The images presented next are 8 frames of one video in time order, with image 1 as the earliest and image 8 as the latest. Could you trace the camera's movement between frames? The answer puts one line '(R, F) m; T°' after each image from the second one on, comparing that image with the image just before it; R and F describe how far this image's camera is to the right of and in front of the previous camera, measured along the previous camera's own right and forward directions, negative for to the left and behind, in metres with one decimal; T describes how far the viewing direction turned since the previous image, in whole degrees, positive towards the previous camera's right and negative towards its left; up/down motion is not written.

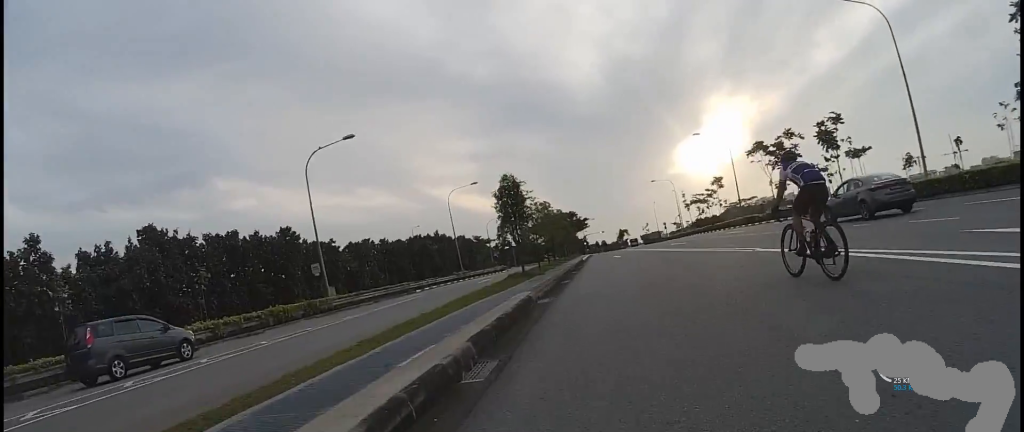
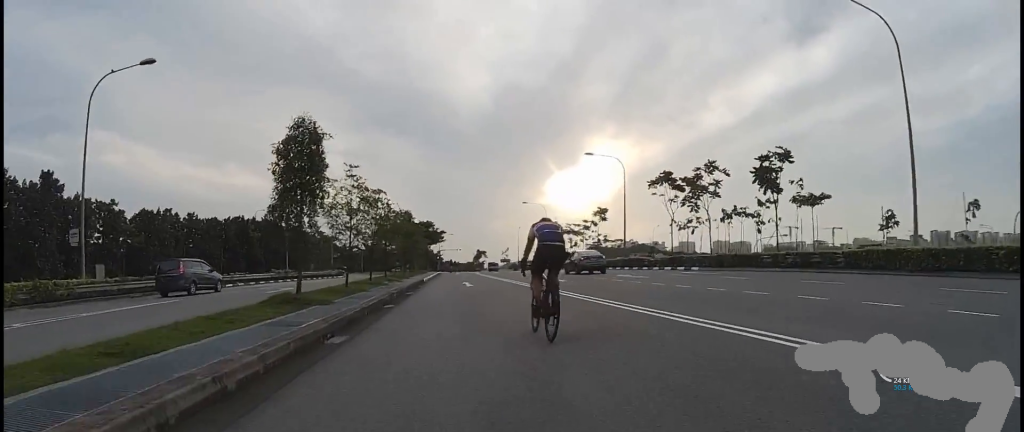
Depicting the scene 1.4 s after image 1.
(0.0, +8.7) m; 0°
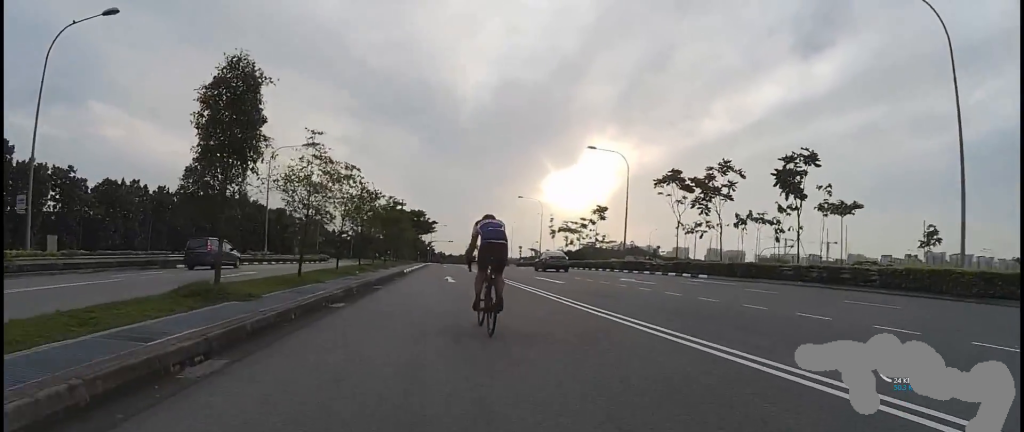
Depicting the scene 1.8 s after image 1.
(0.0, +2.9) m; 0°
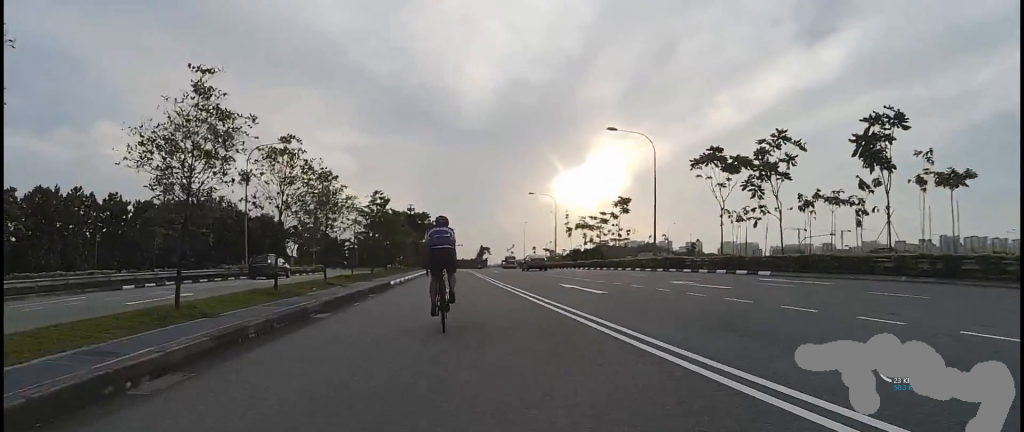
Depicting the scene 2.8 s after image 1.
(0.0, +5.9) m; 0°
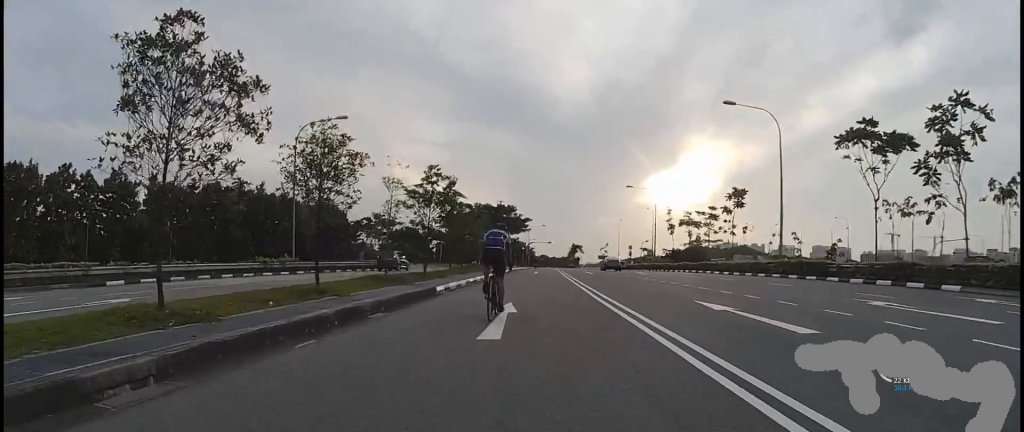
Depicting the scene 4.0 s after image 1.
(0.0, +6.9) m; 0°
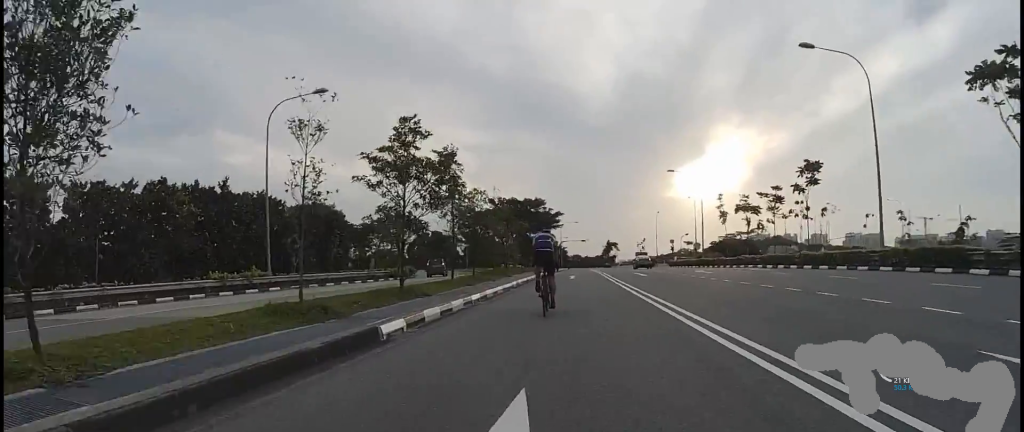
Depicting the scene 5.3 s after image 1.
(0.0, +7.7) m; 0°
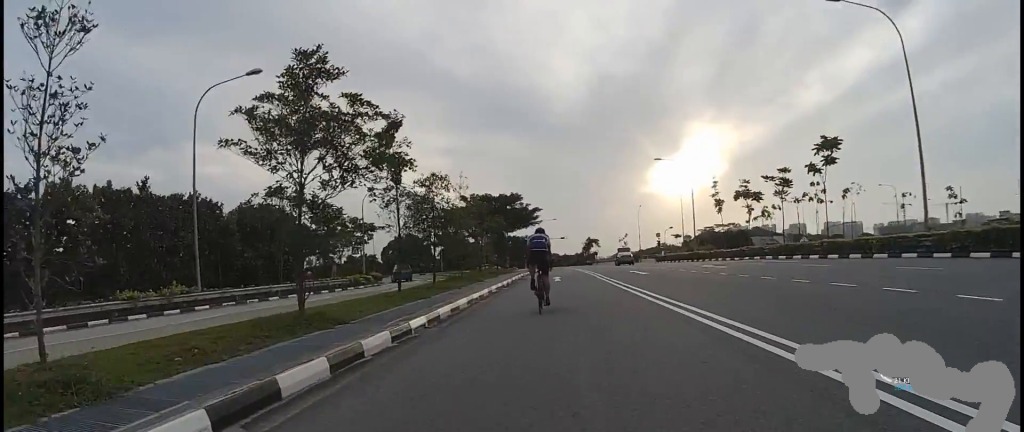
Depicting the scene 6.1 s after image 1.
(0.0, +4.5) m; 0°
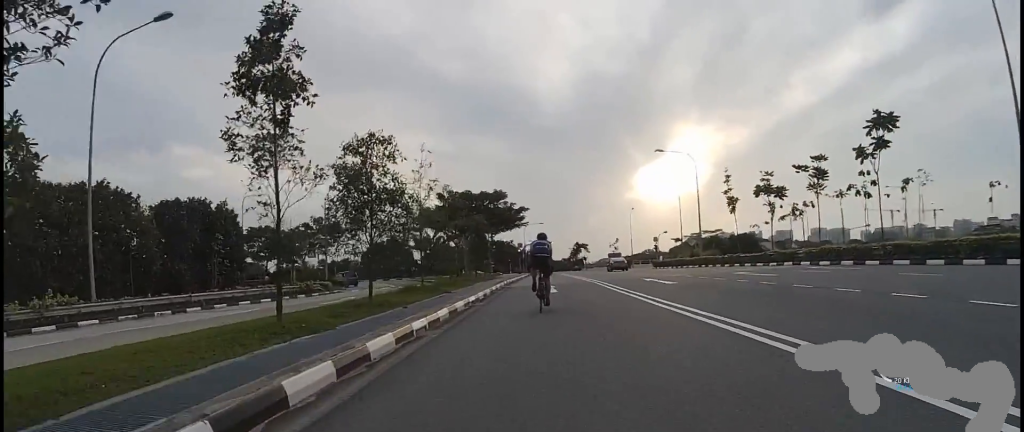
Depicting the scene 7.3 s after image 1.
(0.0, +6.1) m; 0°
